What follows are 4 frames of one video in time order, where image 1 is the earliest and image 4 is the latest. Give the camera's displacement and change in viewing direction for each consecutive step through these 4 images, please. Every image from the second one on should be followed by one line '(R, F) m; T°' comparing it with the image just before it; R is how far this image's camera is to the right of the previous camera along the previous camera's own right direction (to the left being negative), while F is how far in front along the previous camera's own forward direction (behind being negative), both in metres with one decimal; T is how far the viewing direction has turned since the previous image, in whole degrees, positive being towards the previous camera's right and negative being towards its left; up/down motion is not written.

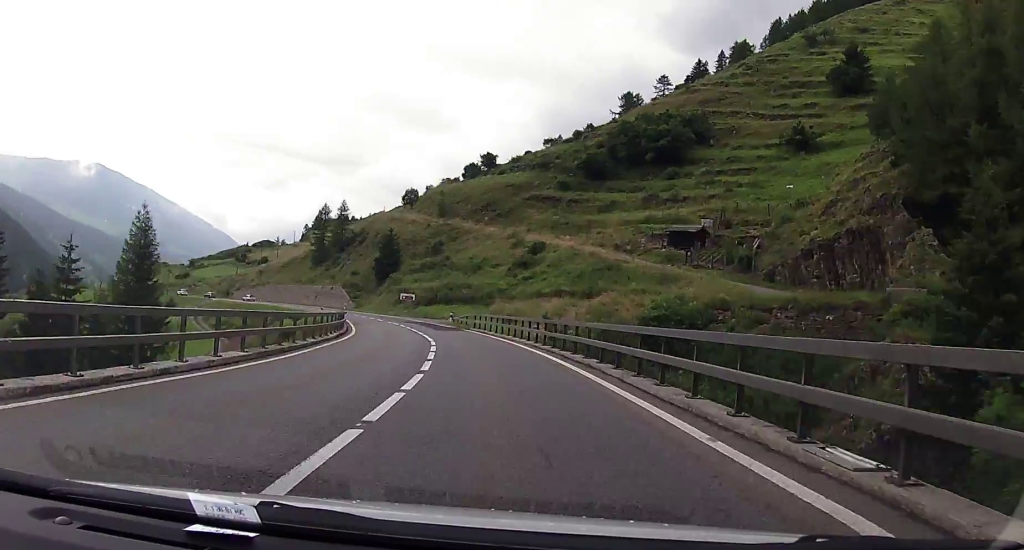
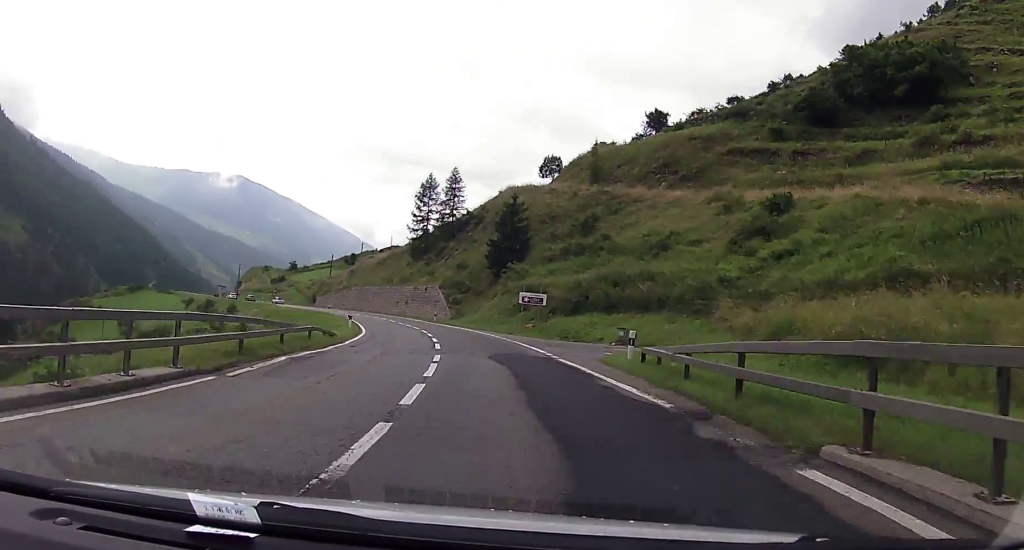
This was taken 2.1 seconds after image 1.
(-3.5, +43.2) m; -10°
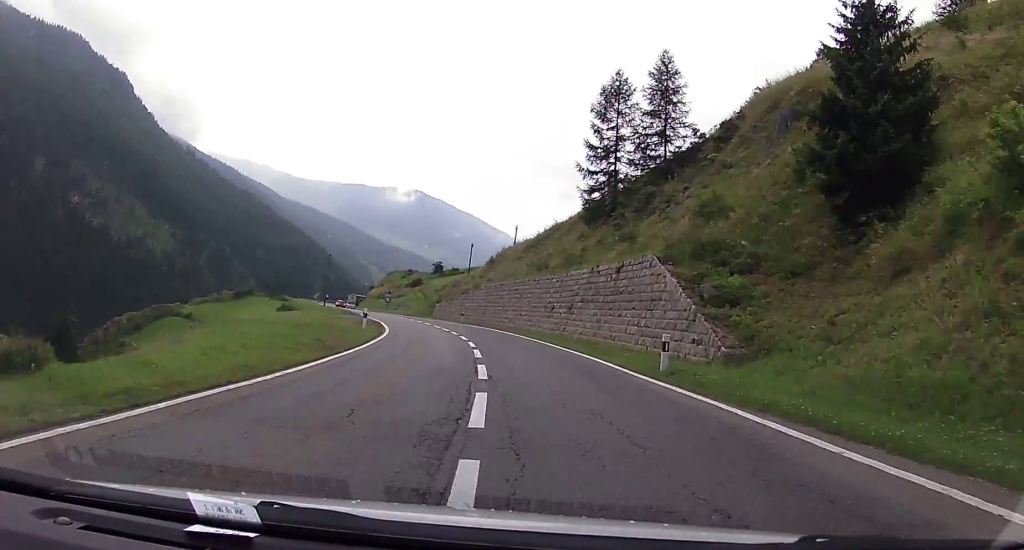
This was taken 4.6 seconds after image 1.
(-5.8, +47.8) m; -15°
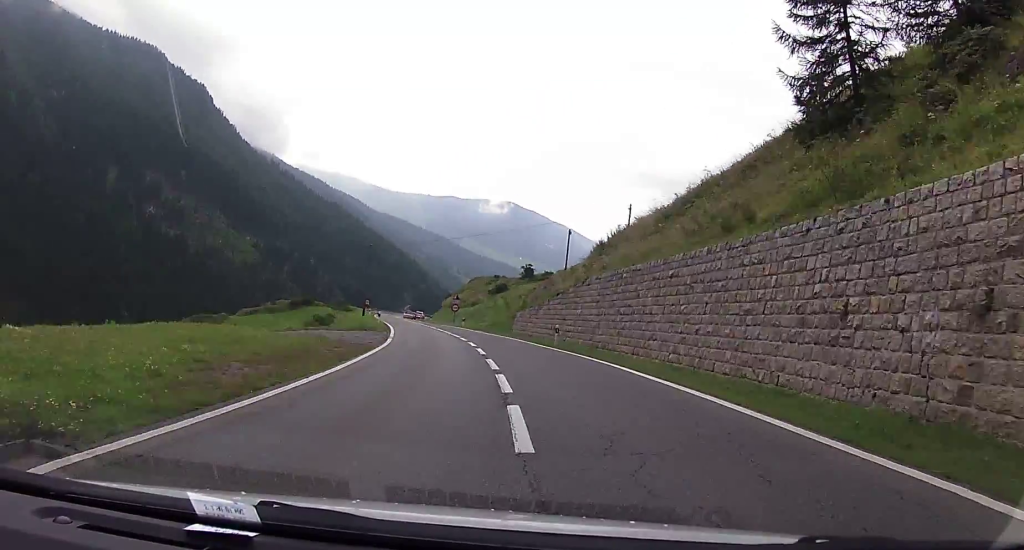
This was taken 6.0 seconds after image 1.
(-1.4, +24.9) m; -6°
